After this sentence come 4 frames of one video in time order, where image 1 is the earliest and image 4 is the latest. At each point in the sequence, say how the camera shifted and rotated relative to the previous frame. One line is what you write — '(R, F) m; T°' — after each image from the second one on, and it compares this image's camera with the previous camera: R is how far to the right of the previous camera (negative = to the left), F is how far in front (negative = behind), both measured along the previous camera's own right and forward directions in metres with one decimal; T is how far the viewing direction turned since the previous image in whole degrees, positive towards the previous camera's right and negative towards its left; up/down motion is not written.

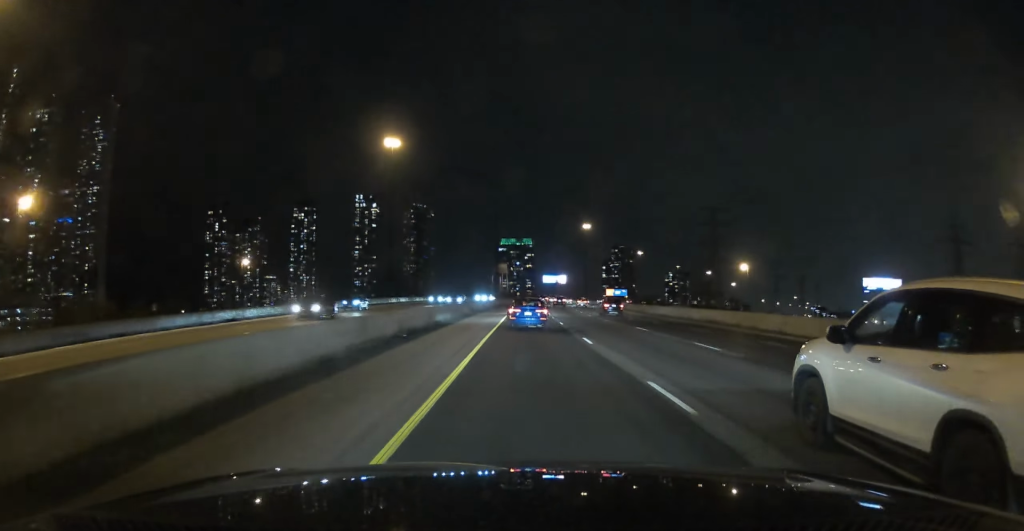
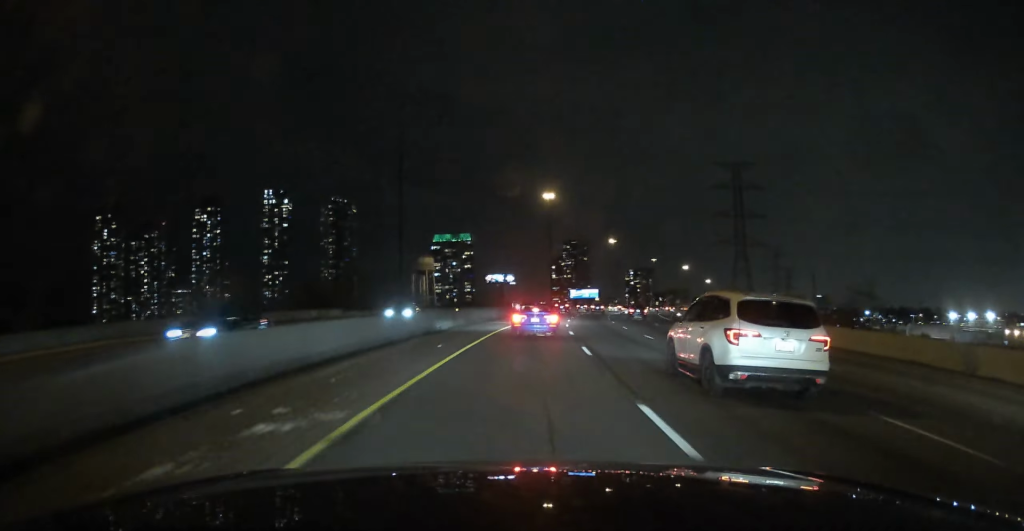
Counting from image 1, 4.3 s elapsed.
(+3.0, +113.1) m; +6°
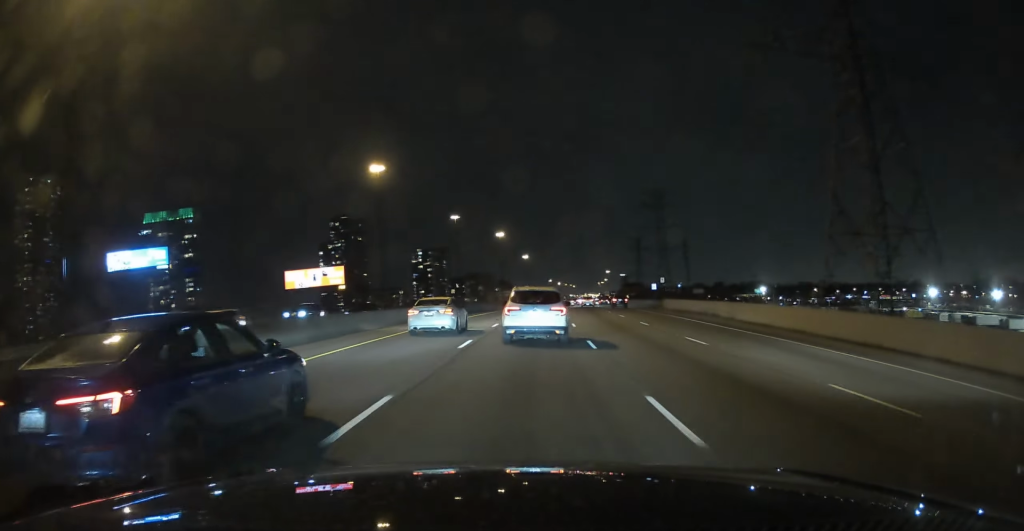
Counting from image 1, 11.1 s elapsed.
(+25.4, +179.1) m; +16°
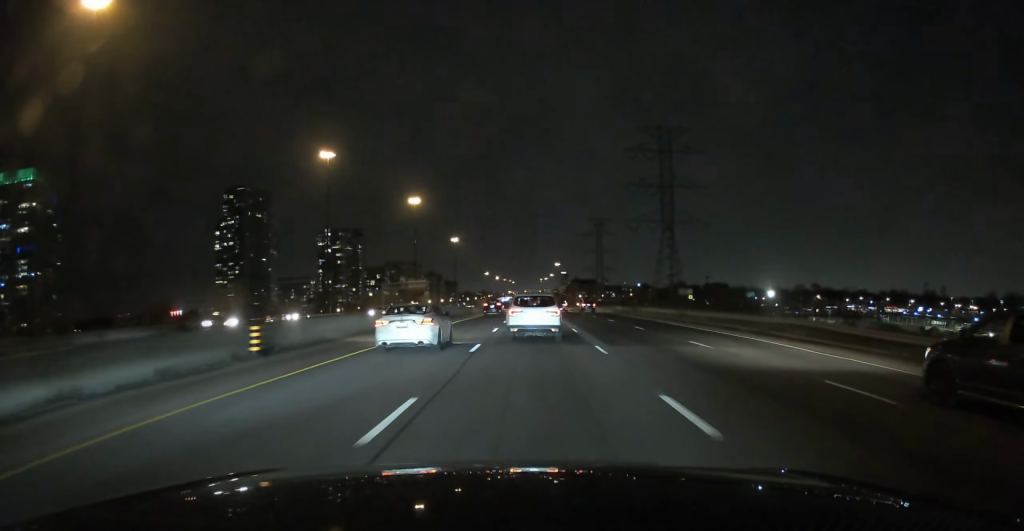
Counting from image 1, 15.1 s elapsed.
(+7.7, +108.4) m; +6°
